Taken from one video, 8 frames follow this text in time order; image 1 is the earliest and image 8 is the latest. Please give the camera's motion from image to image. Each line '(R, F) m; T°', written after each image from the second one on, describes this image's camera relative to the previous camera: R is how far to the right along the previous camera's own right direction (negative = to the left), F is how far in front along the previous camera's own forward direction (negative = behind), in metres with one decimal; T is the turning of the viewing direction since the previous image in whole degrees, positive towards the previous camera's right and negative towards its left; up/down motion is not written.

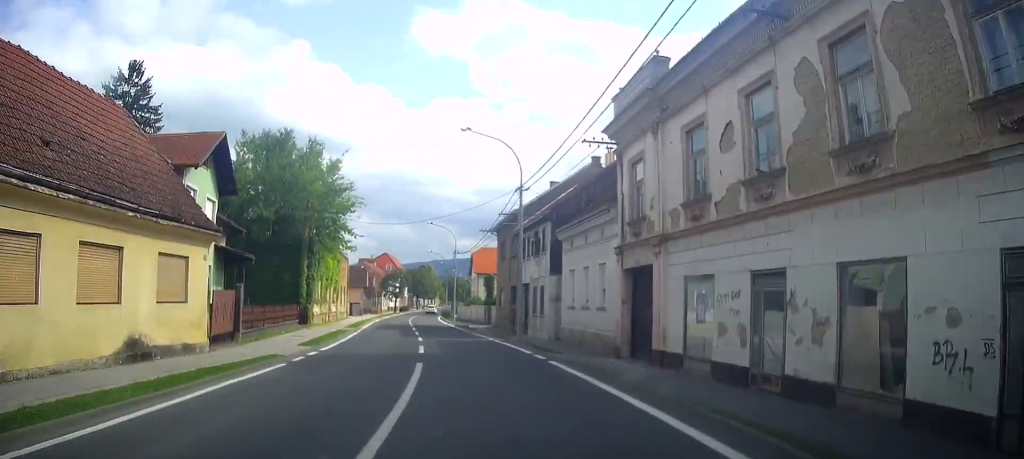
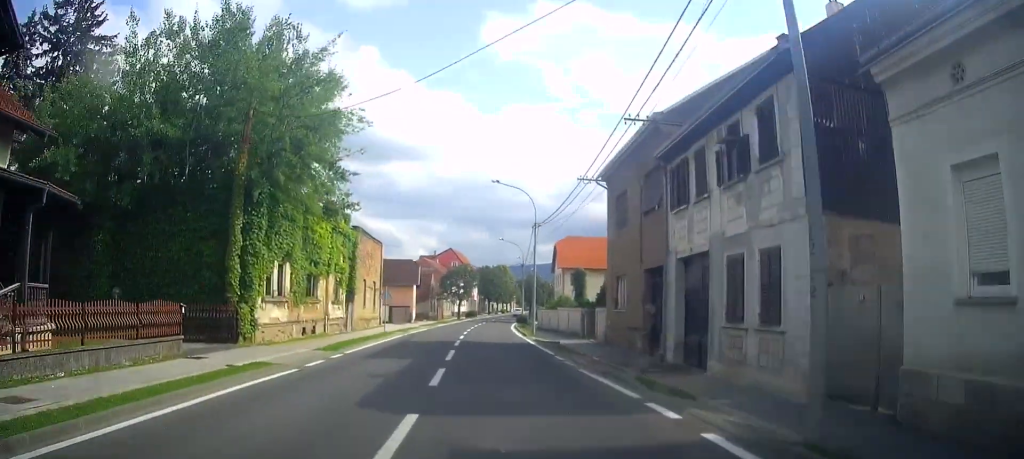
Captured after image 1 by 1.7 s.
(-1.0, +19.9) m; -5°
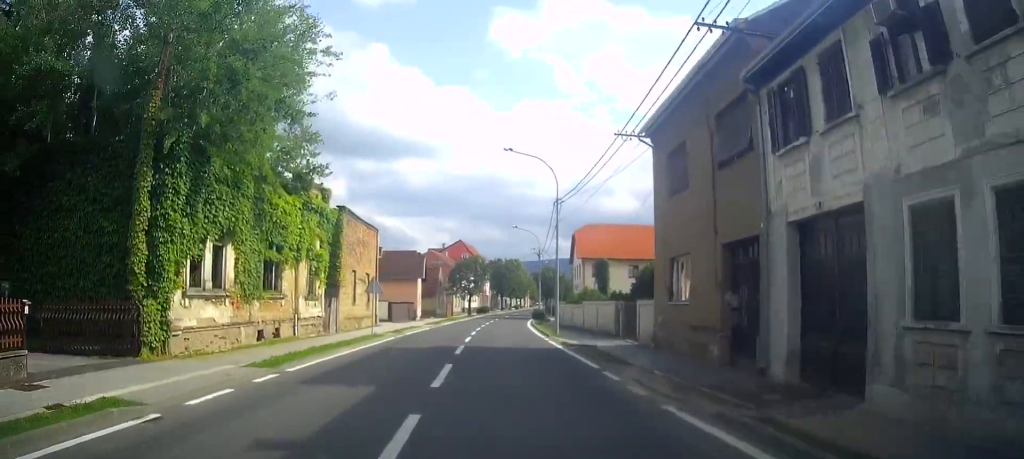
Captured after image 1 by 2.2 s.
(-0.1, +6.4) m; 0°
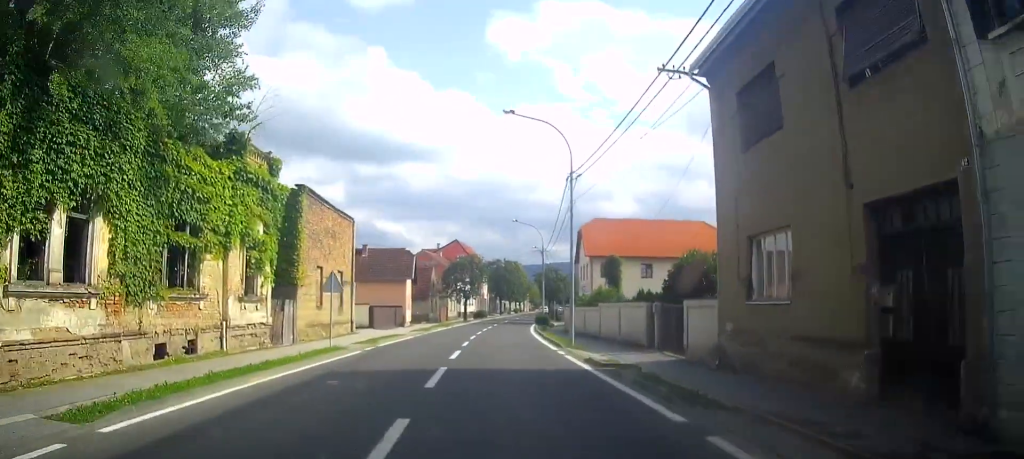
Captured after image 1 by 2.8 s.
(-0.1, +6.4) m; 0°
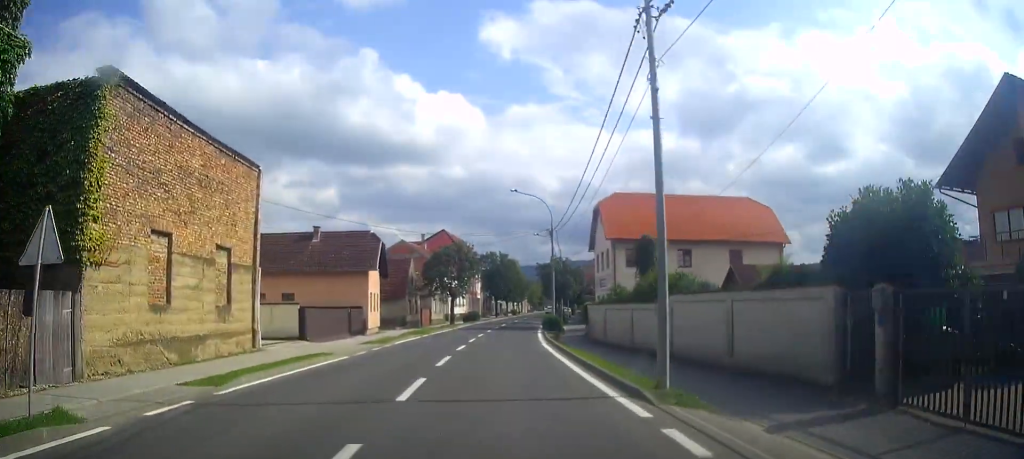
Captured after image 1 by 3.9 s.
(+0.3, +13.6) m; +1°
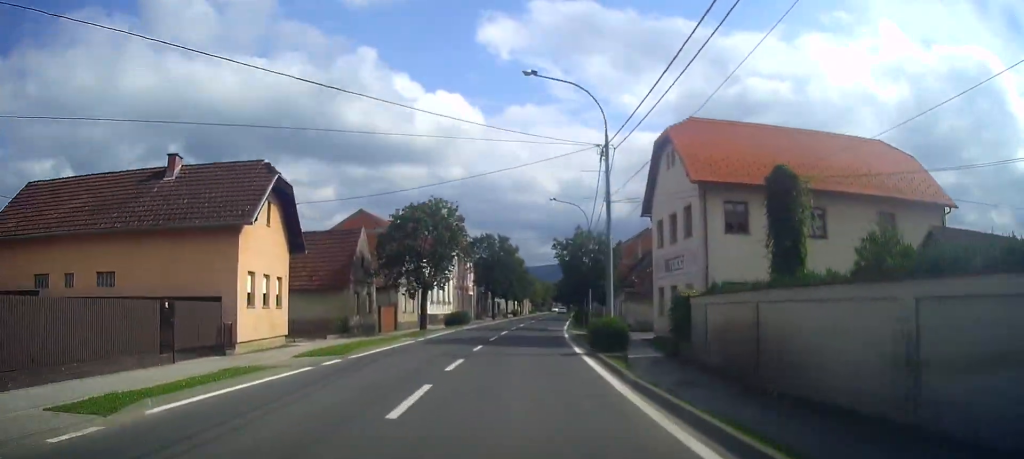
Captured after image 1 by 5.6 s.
(-0.2, +20.1) m; +1°
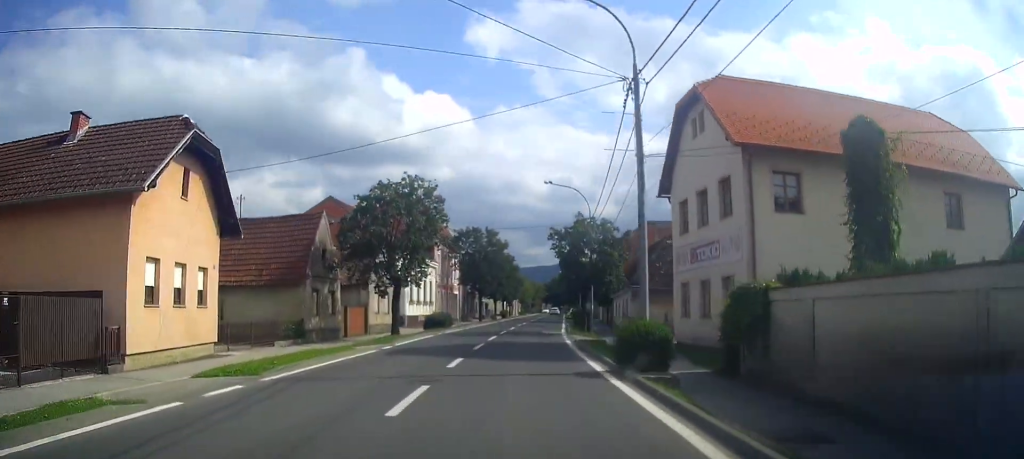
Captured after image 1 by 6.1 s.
(+0.1, +5.8) m; +1°
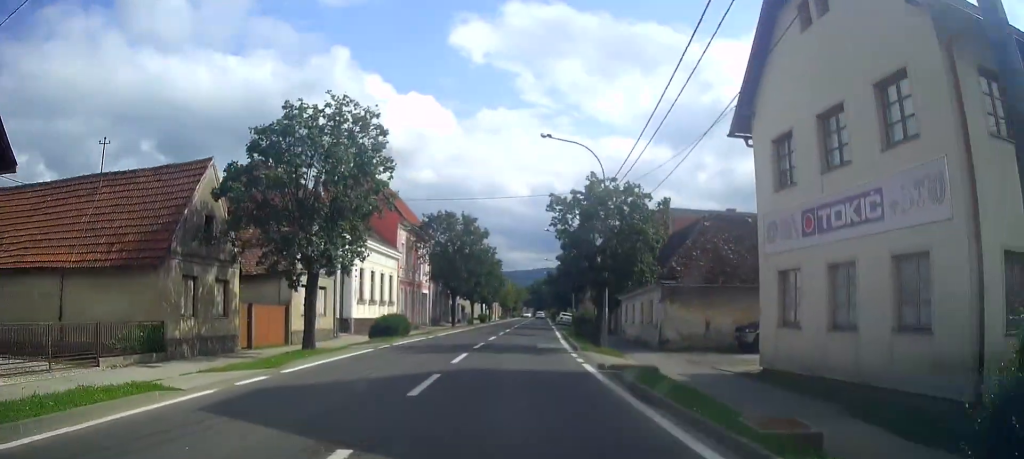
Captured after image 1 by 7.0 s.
(+0.1, +10.7) m; +1°
